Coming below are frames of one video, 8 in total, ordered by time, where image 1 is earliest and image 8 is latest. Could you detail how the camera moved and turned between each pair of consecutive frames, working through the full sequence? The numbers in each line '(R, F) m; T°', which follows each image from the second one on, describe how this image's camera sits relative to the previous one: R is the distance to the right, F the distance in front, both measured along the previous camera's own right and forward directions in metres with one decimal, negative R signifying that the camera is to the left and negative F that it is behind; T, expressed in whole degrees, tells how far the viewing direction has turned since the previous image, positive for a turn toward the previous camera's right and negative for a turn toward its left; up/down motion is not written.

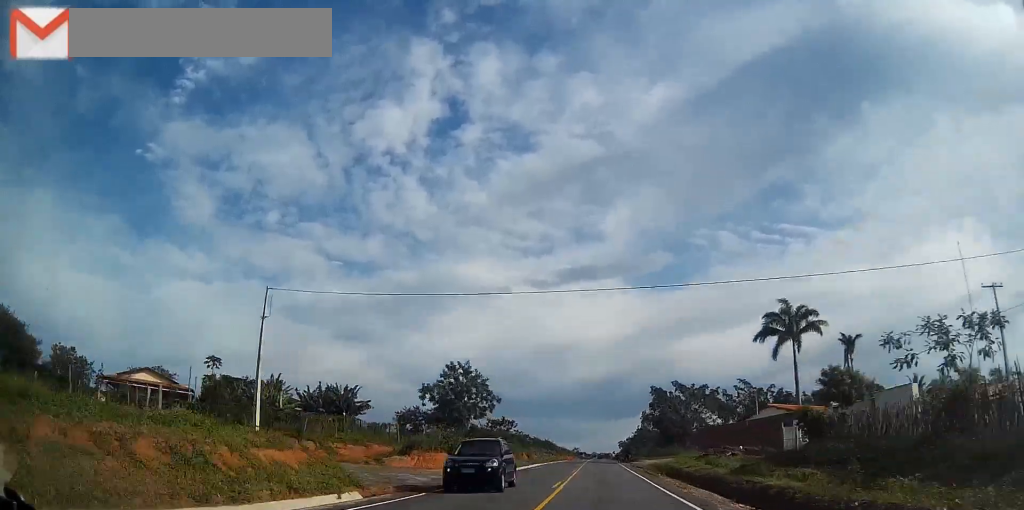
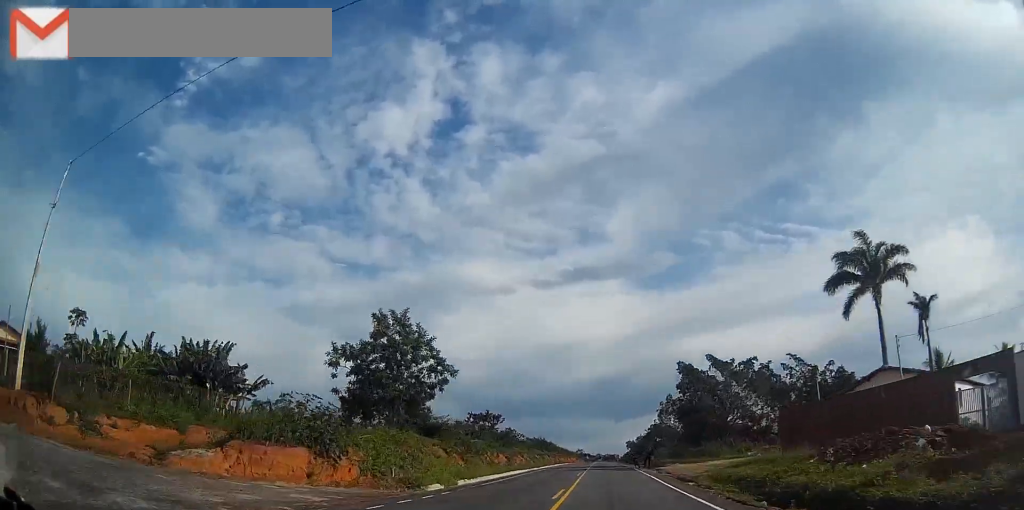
(+0.1, +21.0) m; 0°
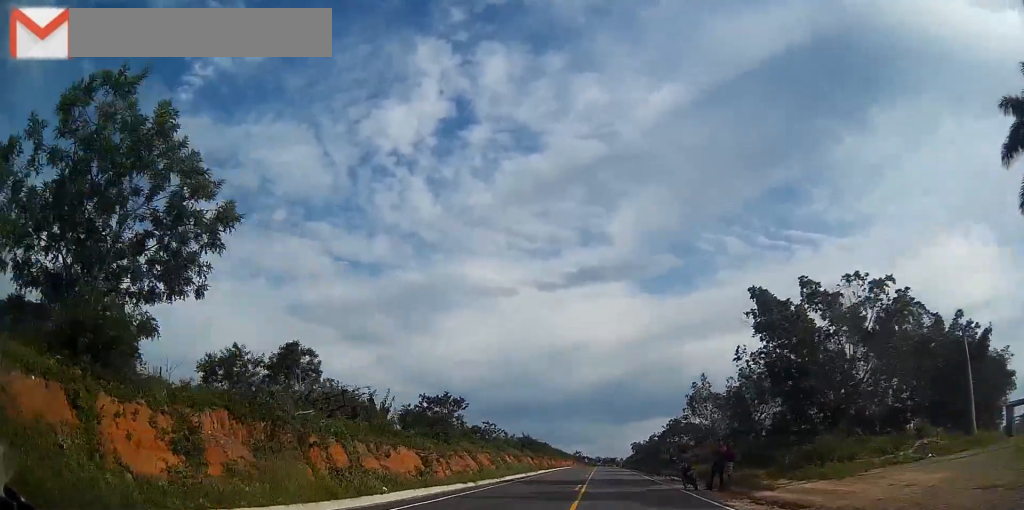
(-0.3, +27.2) m; 0°
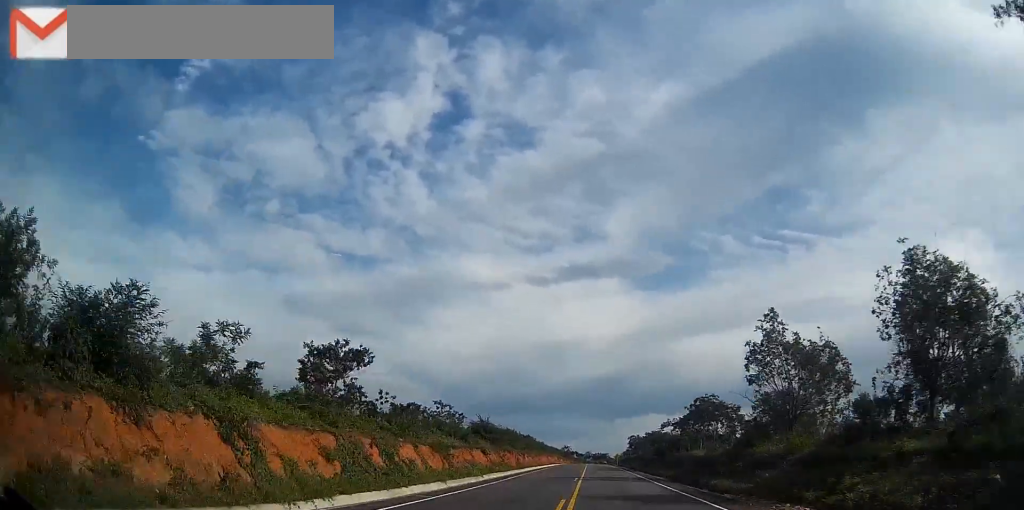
(0.0, +25.8) m; 0°
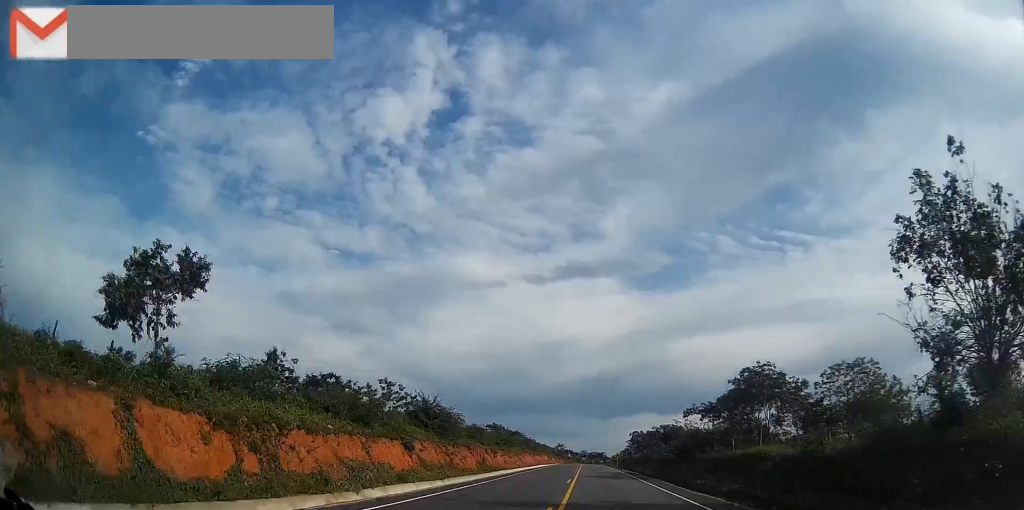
(+0.1, +16.7) m; 0°
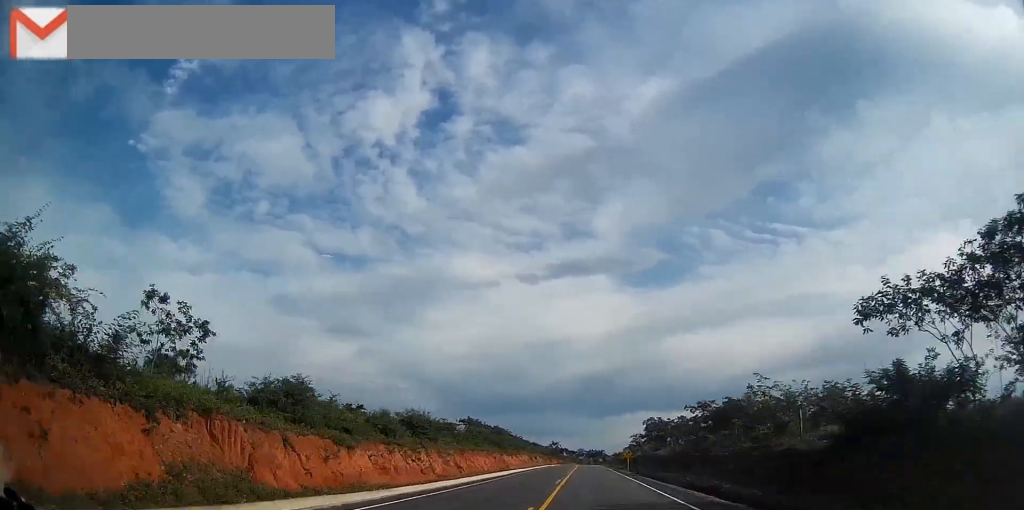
(-0.2, +32.0) m; +1°
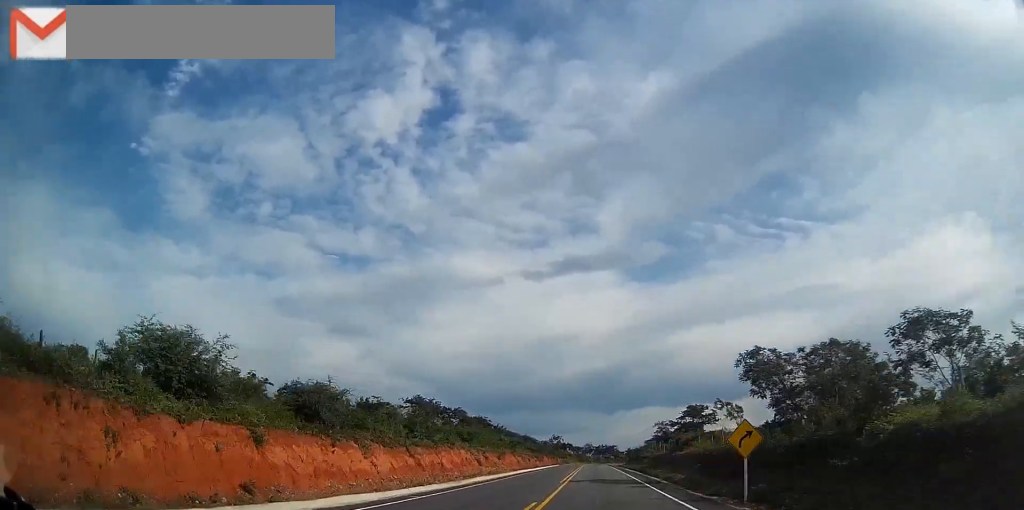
(+0.9, +47.4) m; +1°
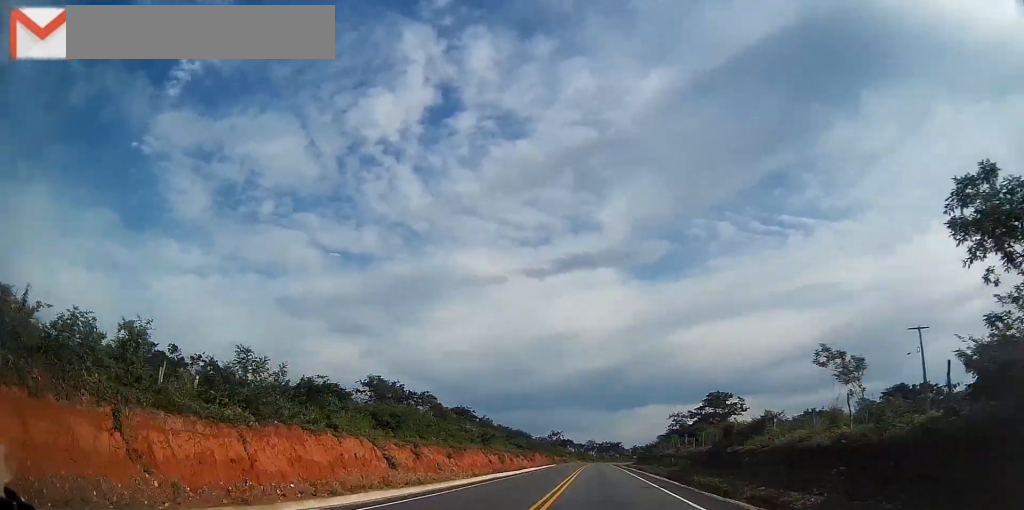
(+0.2, +19.2) m; -1°
